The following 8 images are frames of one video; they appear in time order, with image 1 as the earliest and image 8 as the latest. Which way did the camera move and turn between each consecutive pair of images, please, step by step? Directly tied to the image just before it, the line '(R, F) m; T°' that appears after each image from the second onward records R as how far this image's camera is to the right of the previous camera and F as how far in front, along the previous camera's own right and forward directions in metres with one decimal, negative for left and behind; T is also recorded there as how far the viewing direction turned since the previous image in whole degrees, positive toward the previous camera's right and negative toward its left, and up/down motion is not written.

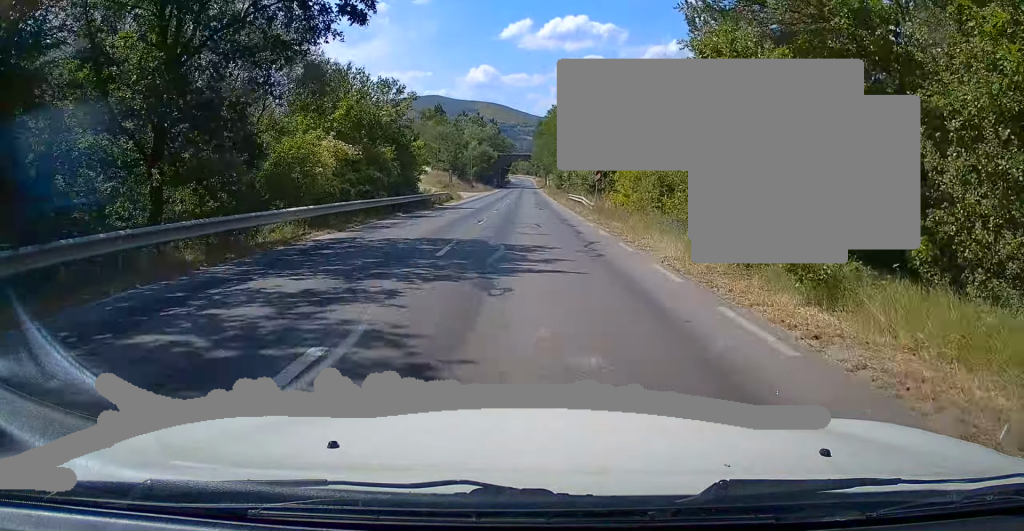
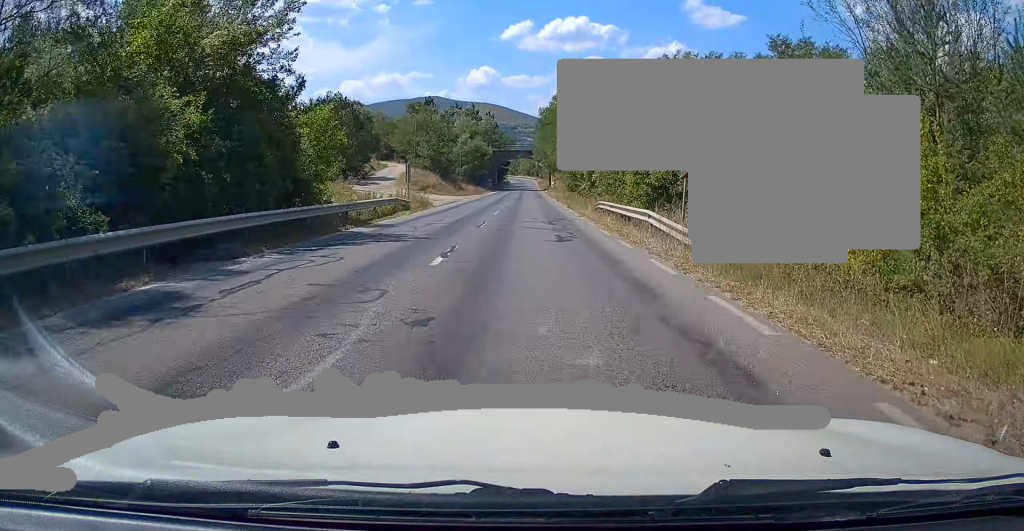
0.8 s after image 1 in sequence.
(-0.1, +19.3) m; 0°
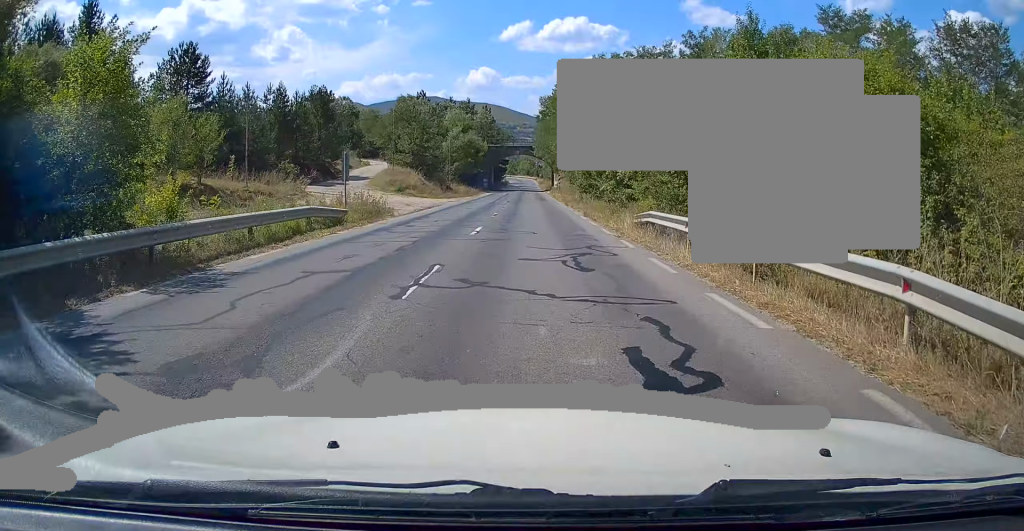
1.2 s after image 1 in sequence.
(0.0, +11.8) m; 0°
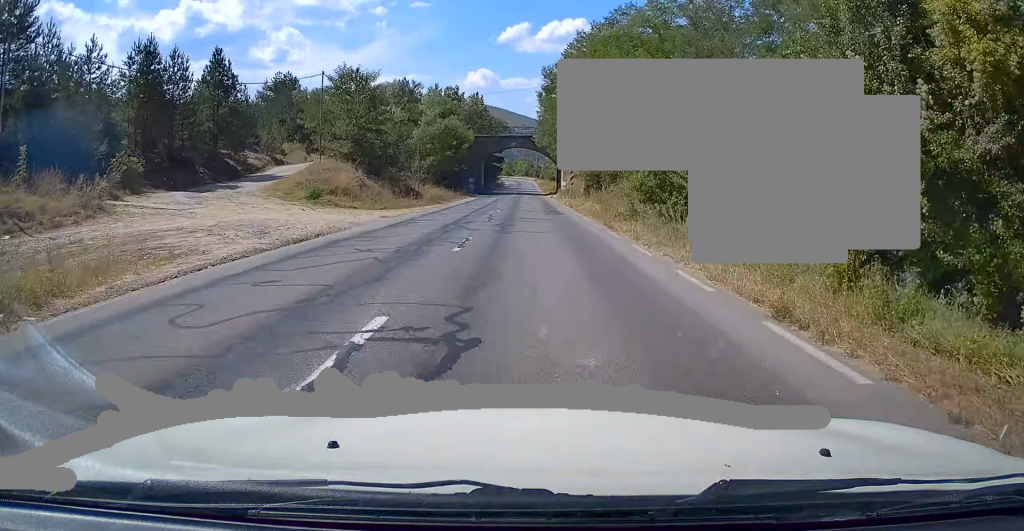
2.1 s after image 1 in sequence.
(+0.1, +21.9) m; 0°
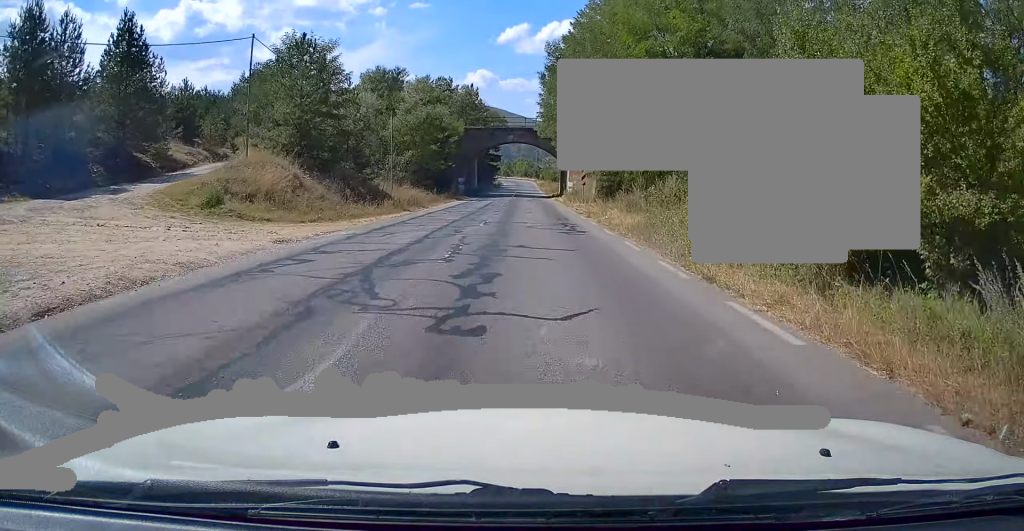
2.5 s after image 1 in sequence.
(+0.1, +10.9) m; 0°
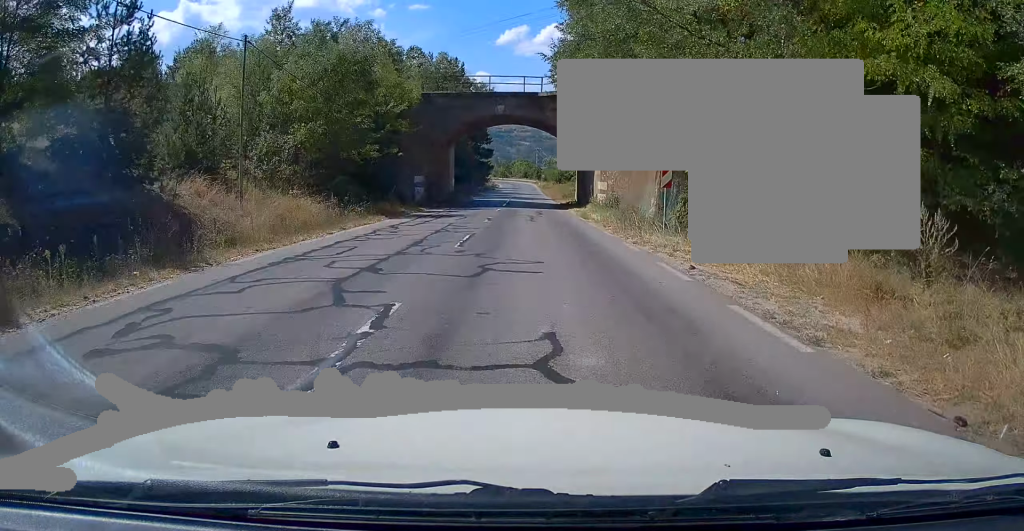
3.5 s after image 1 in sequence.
(+0.1, +24.4) m; 0°
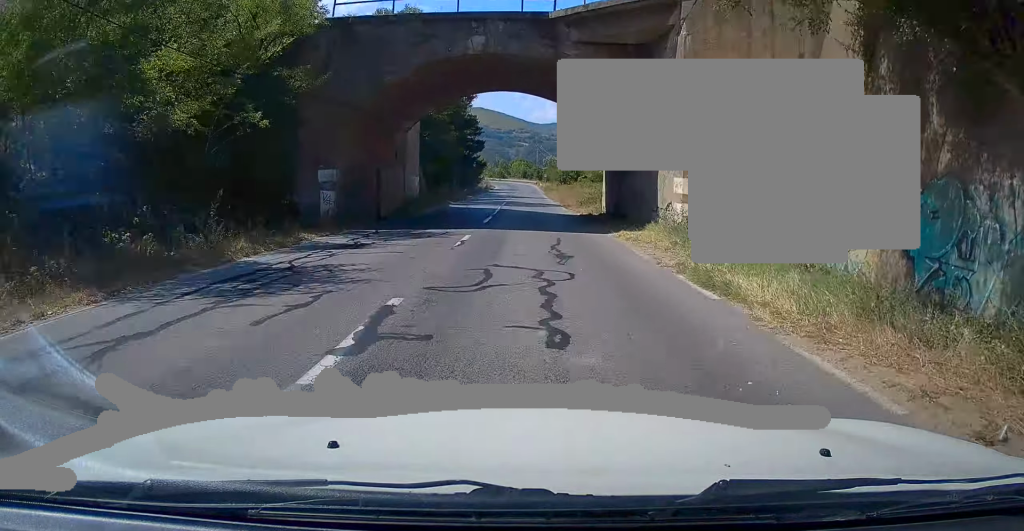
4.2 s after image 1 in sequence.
(-0.1, +17.5) m; 0°
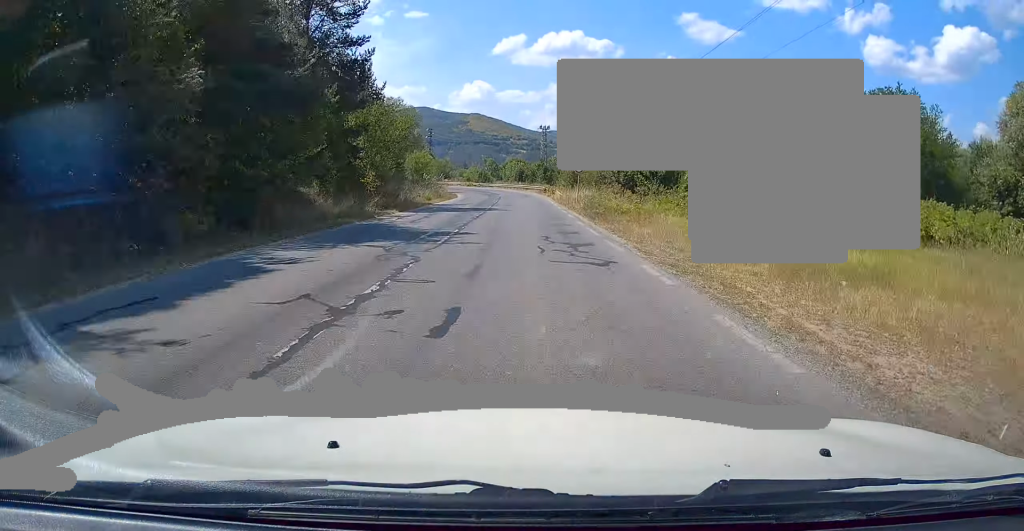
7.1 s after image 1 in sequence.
(+0.5, +71.2) m; +1°
